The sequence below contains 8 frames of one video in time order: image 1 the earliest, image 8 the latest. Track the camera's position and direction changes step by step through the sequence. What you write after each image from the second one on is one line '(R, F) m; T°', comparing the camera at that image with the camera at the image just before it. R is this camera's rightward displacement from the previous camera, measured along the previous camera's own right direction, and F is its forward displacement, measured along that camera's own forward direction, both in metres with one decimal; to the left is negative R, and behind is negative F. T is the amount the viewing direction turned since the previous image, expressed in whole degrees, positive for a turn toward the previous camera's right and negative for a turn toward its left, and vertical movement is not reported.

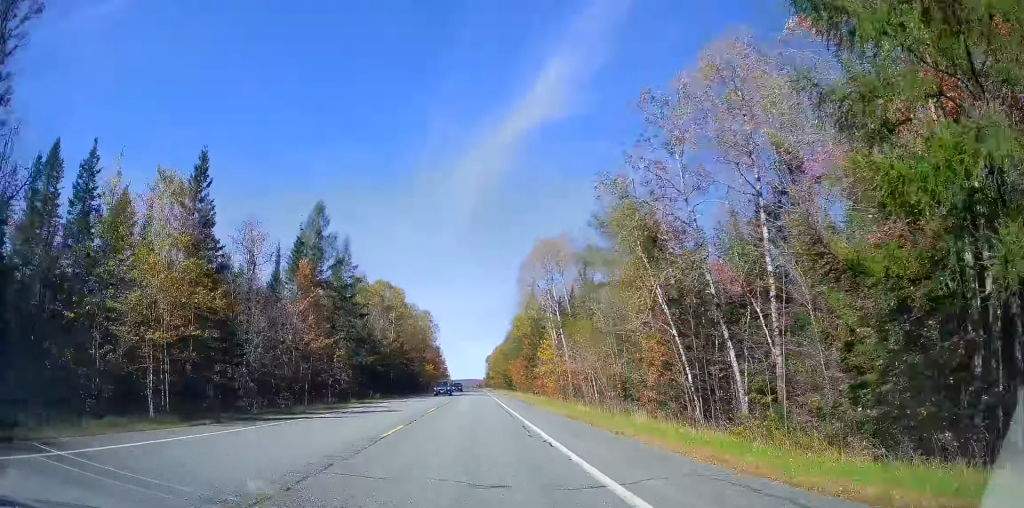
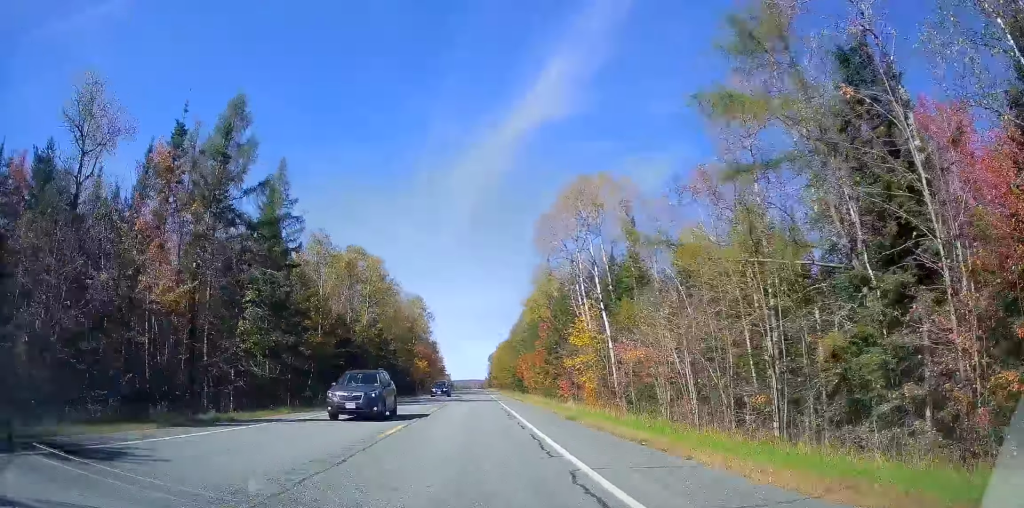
(-0.6, +24.5) m; 0°
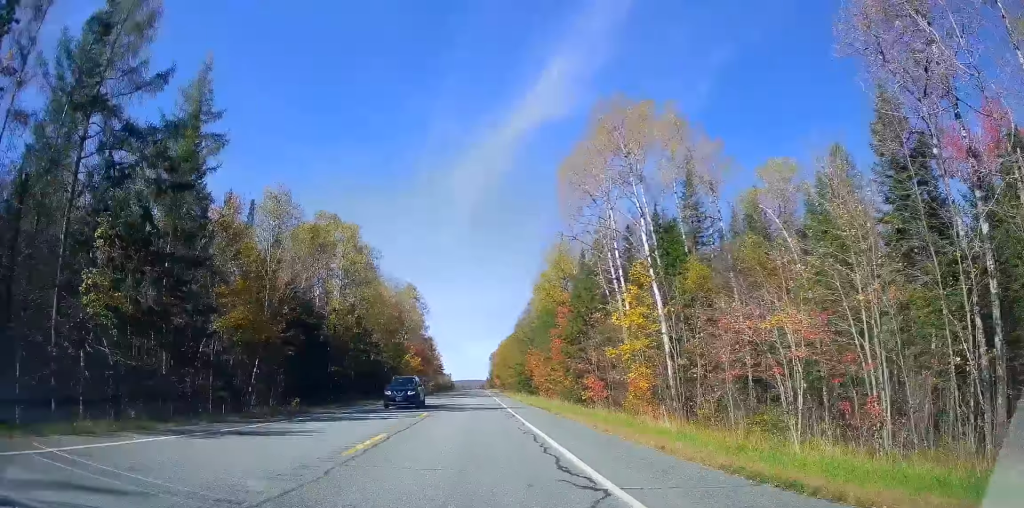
(+0.3, +15.0) m; +1°
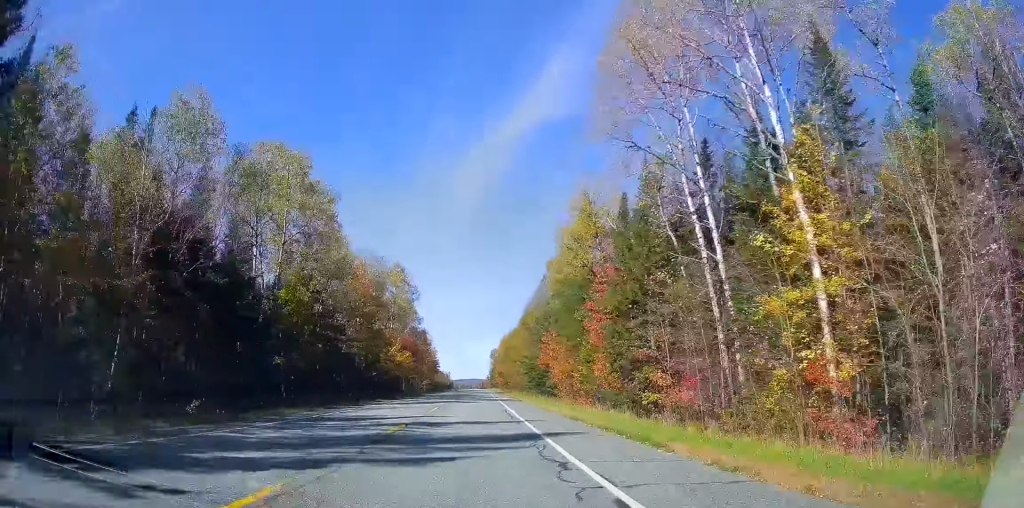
(+0.2, +17.8) m; +1°
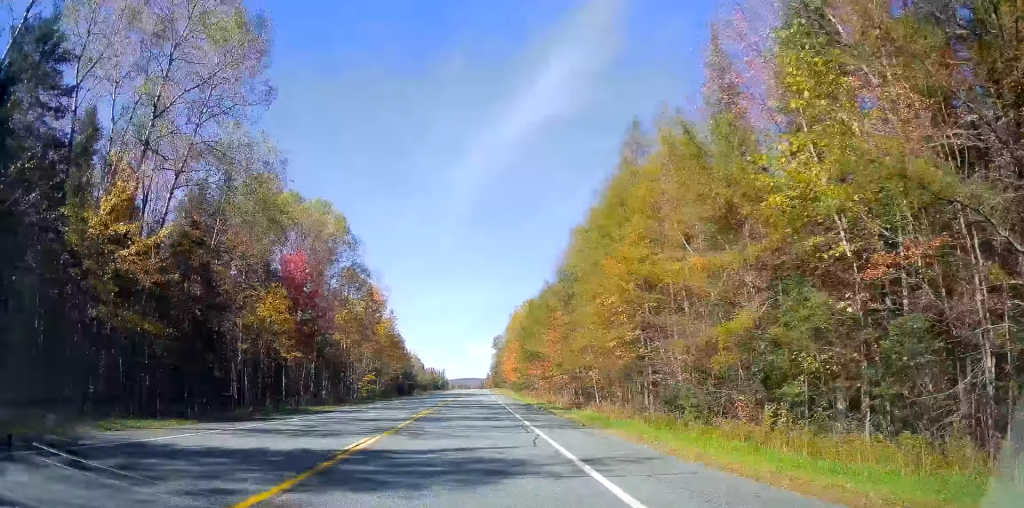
(-0.2, +73.2) m; 0°
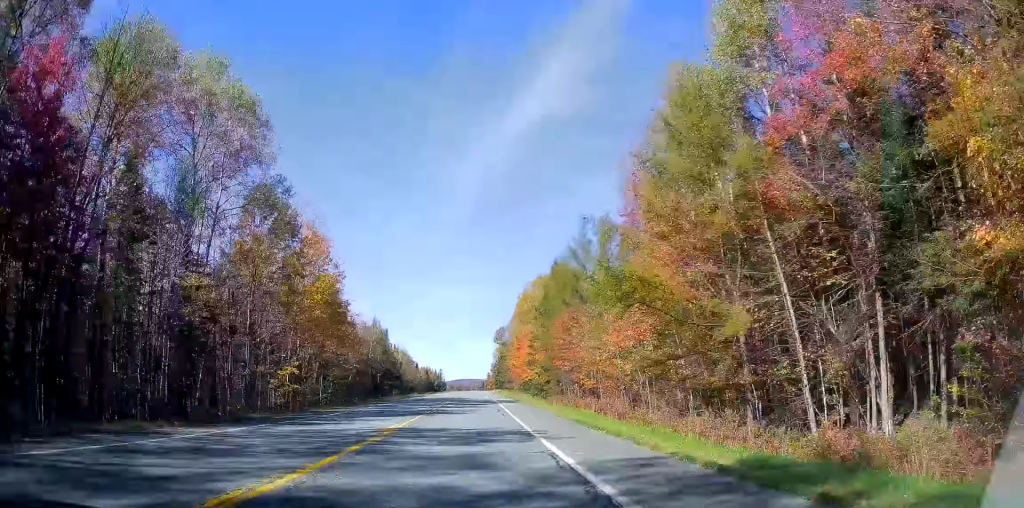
(+0.2, +31.6) m; +1°
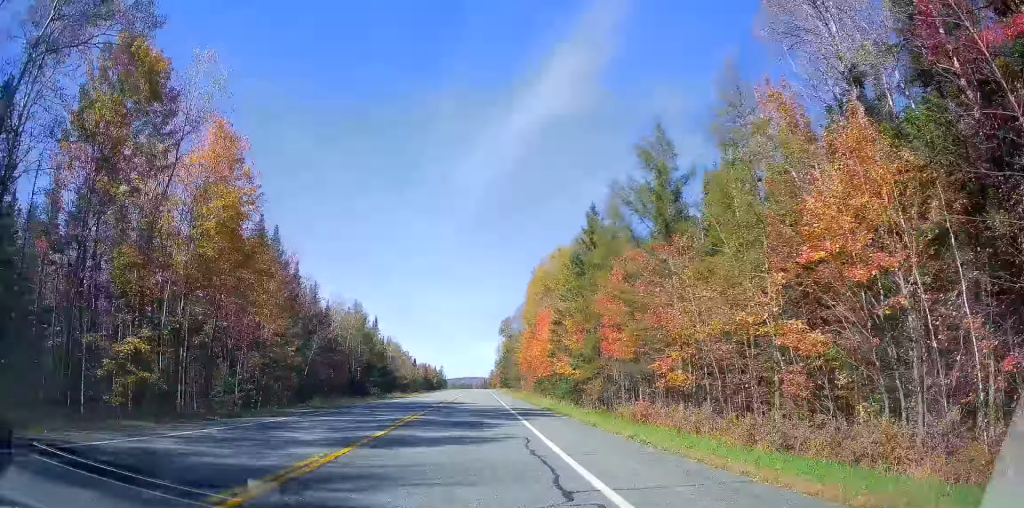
(0.0, +21.1) m; 0°
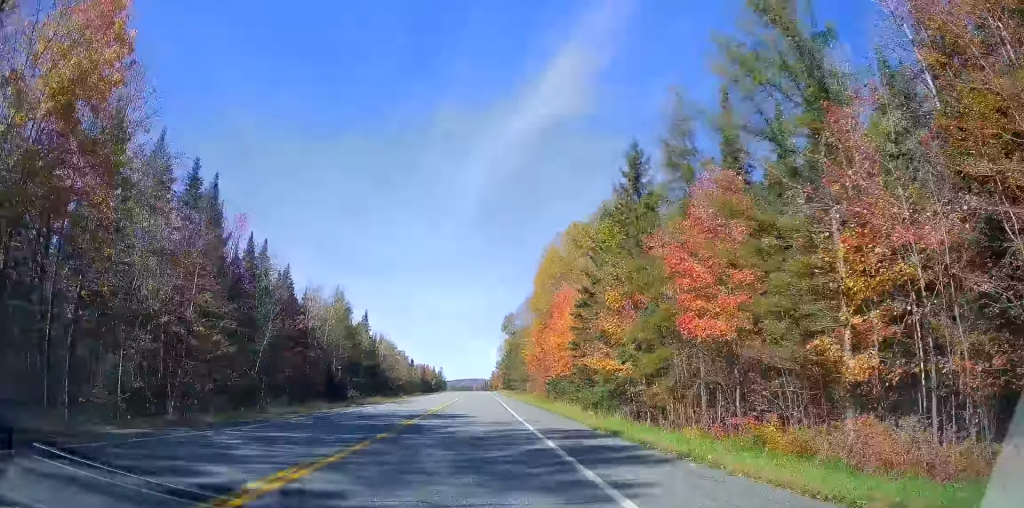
(+0.1, +13.4) m; 0°
